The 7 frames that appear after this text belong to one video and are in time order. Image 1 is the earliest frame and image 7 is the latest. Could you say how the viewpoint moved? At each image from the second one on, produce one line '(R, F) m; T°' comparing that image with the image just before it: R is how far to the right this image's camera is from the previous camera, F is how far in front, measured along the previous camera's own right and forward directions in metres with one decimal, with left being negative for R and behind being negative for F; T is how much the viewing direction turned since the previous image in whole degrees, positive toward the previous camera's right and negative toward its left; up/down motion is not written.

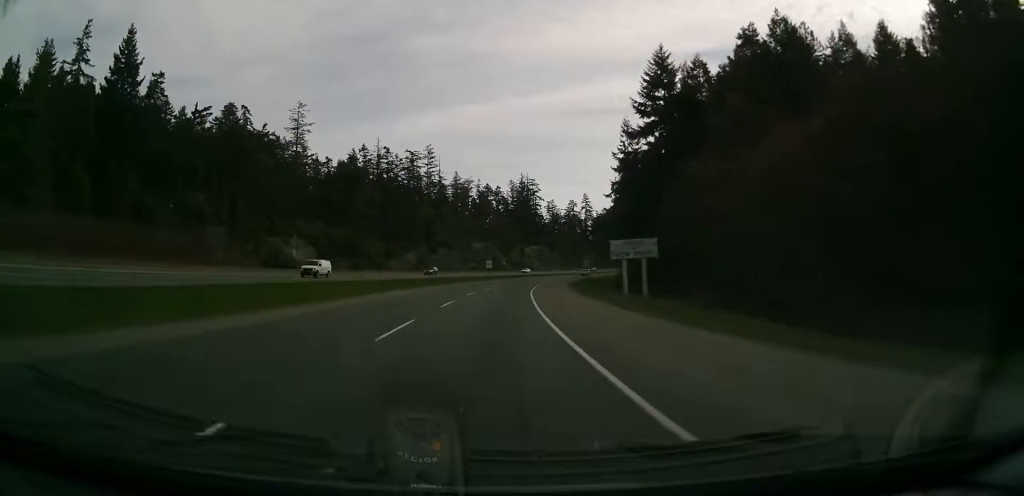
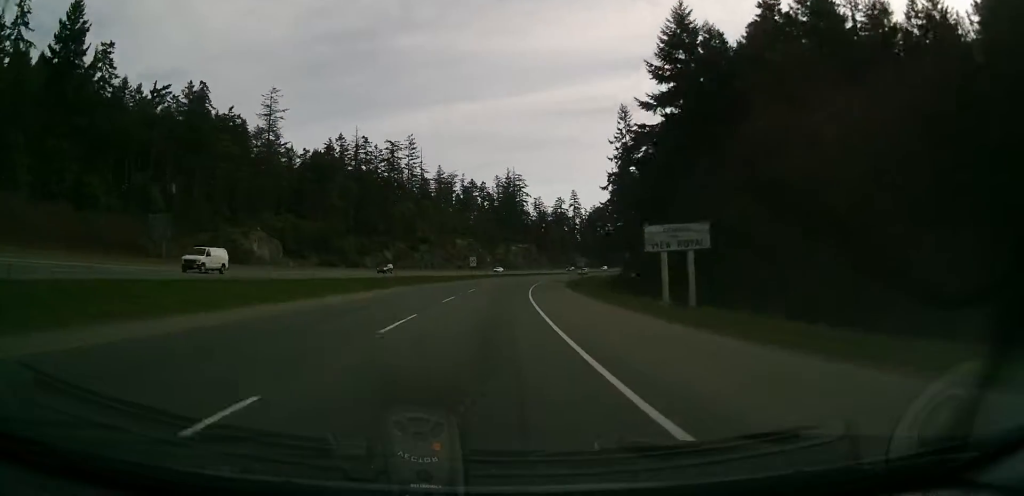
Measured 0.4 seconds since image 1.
(-0.1, +11.7) m; +1°
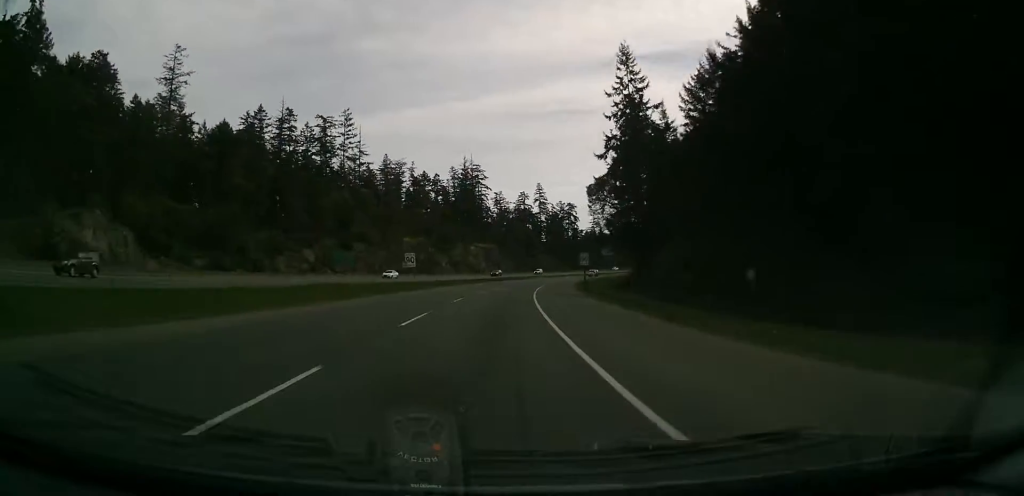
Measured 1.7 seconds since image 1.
(+0.9, +35.0) m; +2°
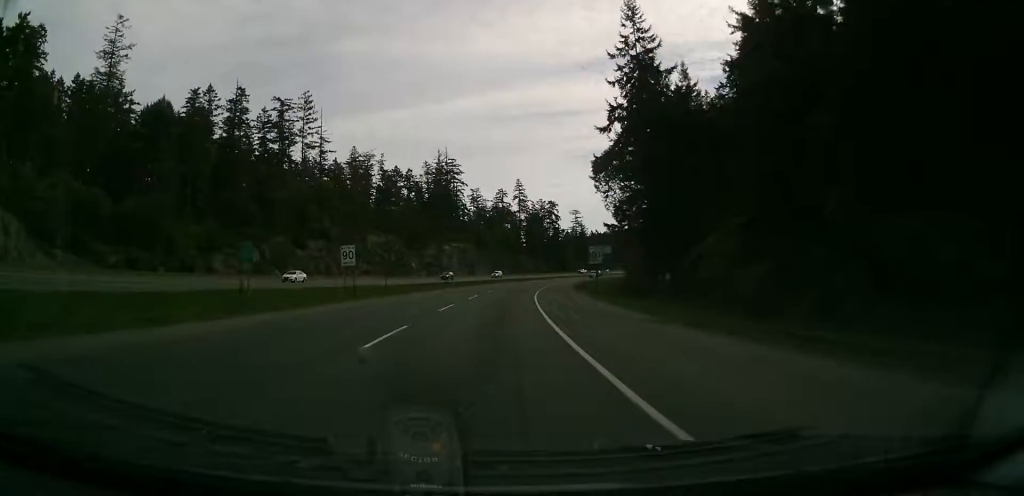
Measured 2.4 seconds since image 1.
(+0.1, +17.1) m; +2°
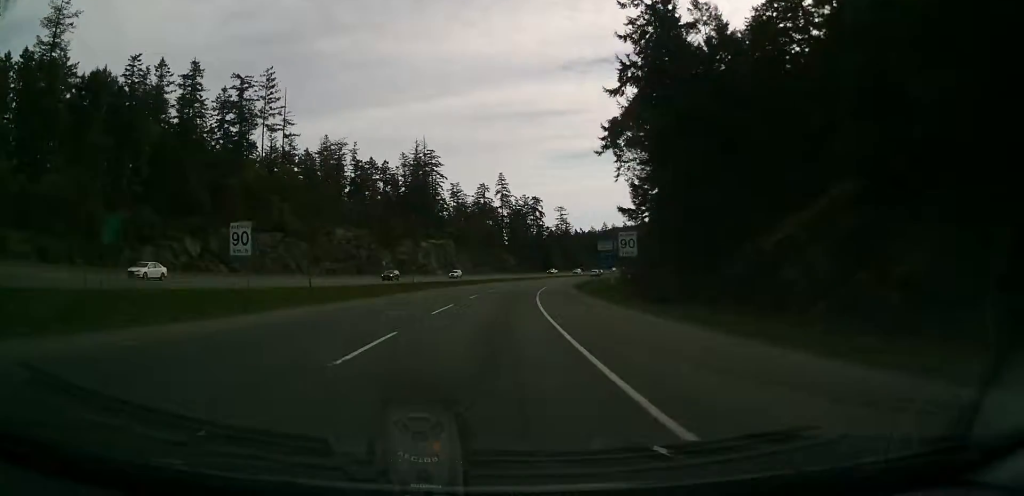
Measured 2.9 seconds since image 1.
(-0.2, +14.4) m; +2°
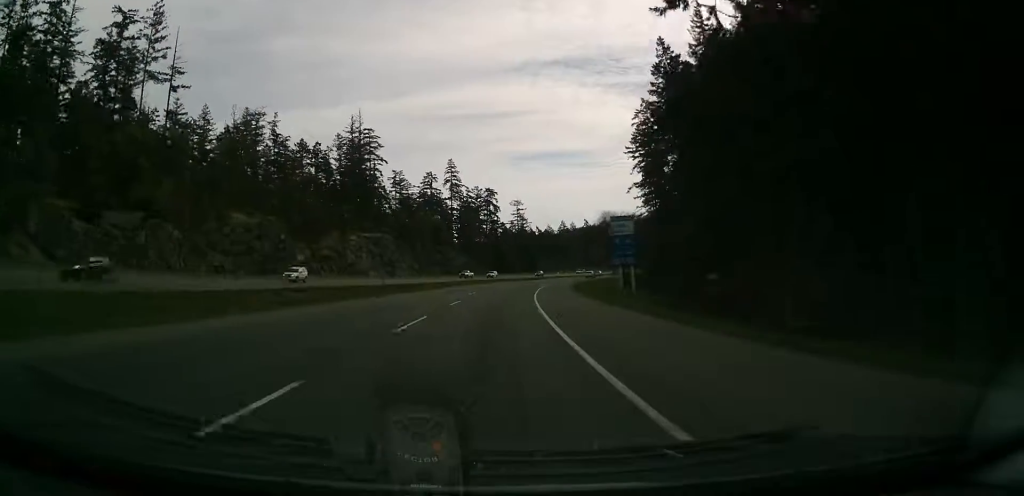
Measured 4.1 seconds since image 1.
(+1.8, +31.7) m; +3°
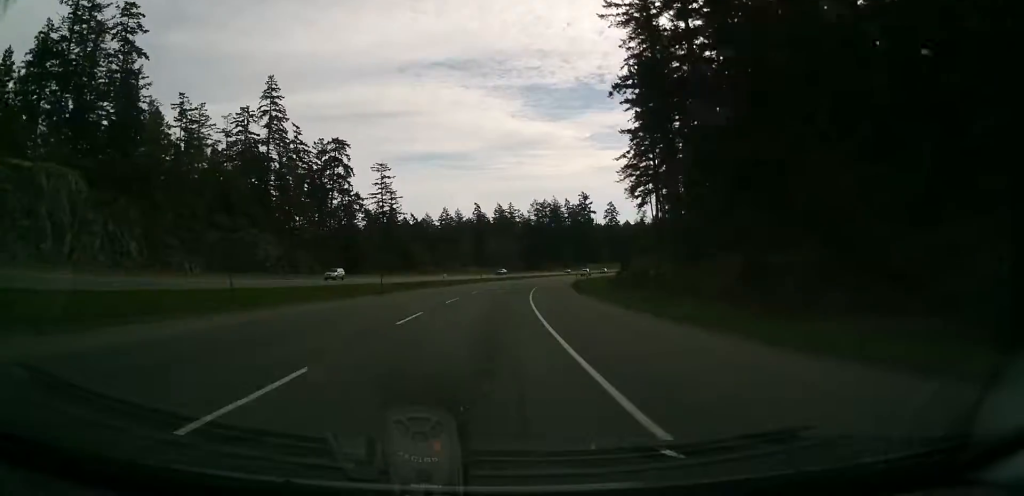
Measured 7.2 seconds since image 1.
(+8.2, +85.4) m; +12°
